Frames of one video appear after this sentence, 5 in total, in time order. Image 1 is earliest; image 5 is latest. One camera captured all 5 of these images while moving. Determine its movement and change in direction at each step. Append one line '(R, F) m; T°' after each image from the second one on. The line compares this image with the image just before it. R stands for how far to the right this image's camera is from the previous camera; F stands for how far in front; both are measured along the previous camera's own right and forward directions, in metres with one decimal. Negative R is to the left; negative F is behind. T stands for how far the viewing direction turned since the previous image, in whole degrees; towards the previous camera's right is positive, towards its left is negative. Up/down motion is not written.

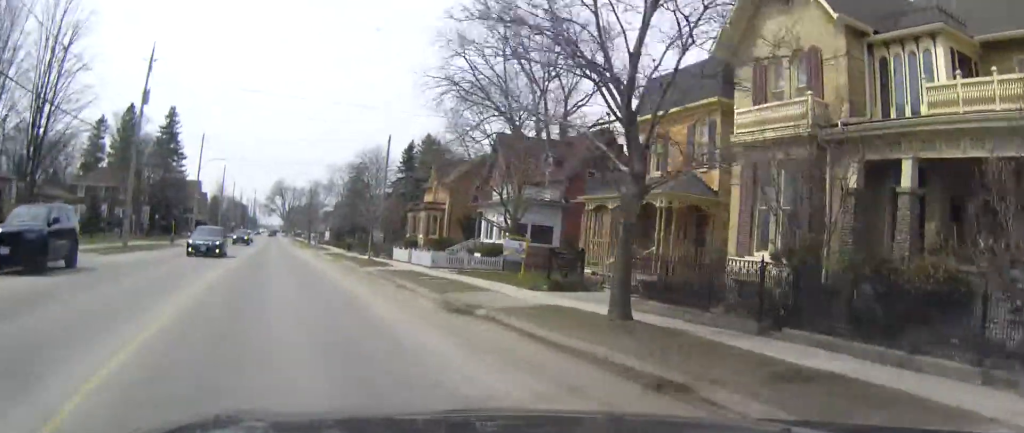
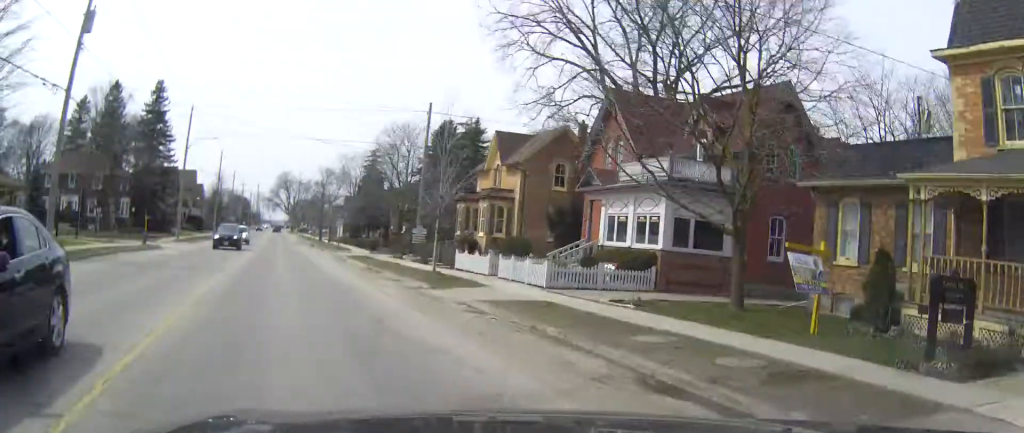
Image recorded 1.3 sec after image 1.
(0.0, +15.4) m; 0°
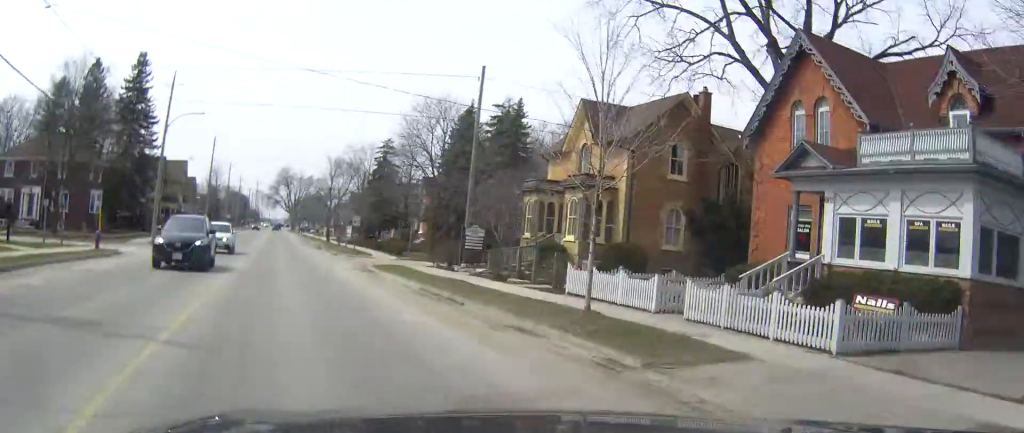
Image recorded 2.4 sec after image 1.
(0.0, +13.4) m; 0°
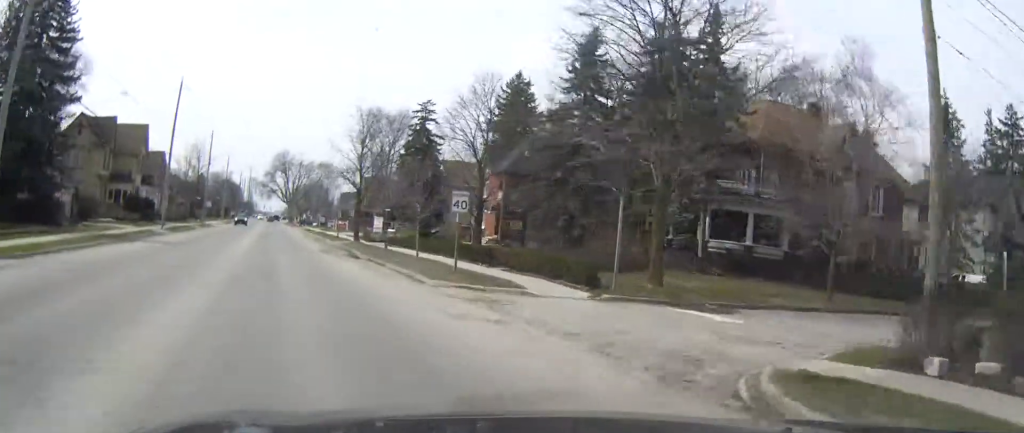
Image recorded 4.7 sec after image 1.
(-0.1, +31.4) m; 0°
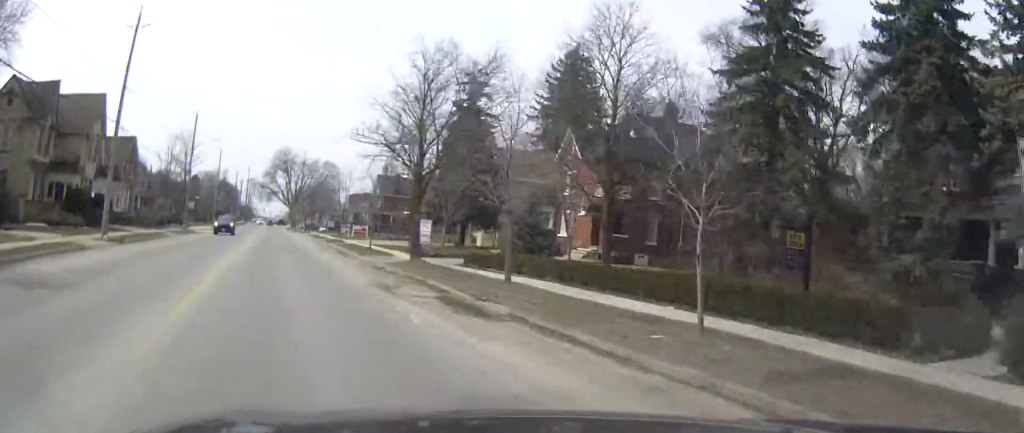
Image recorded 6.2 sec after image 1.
(0.0, +20.7) m; 0°
